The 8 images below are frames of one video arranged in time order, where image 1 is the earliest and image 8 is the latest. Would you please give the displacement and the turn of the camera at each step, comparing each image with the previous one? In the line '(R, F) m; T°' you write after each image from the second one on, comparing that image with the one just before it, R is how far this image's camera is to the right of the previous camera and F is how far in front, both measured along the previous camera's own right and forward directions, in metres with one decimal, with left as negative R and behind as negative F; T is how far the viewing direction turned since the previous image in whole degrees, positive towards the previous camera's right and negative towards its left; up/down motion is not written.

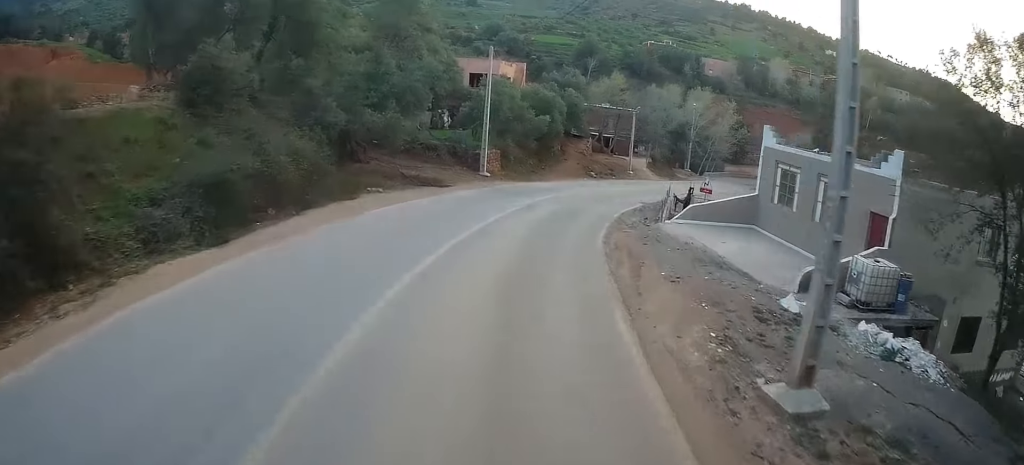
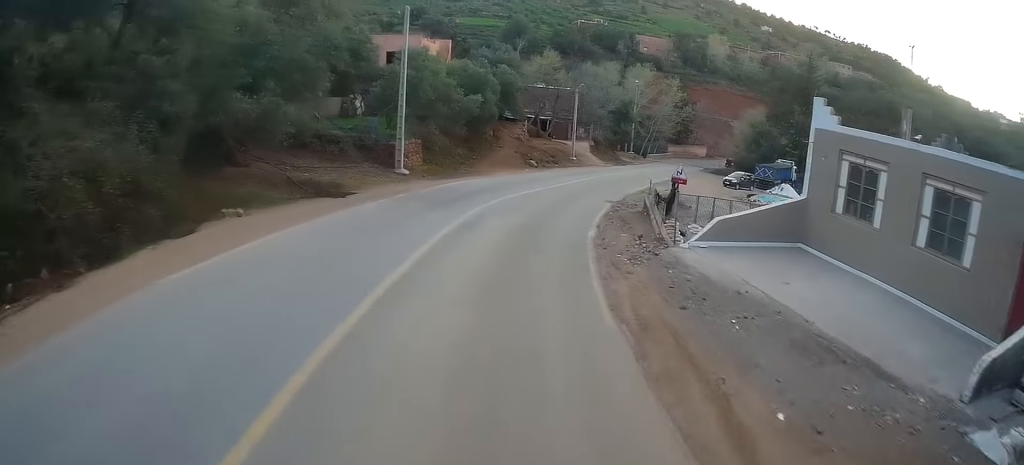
(+0.2, +8.5) m; +2°
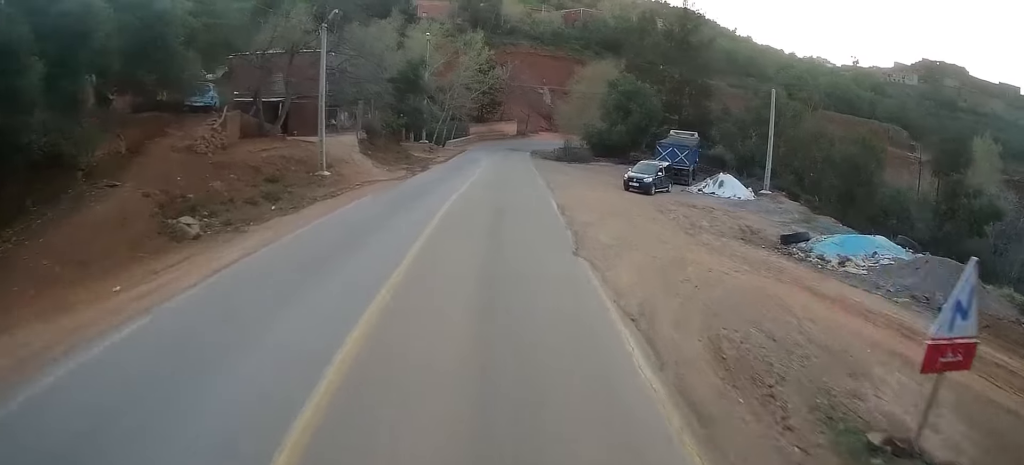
(+5.2, +31.5) m; +22°
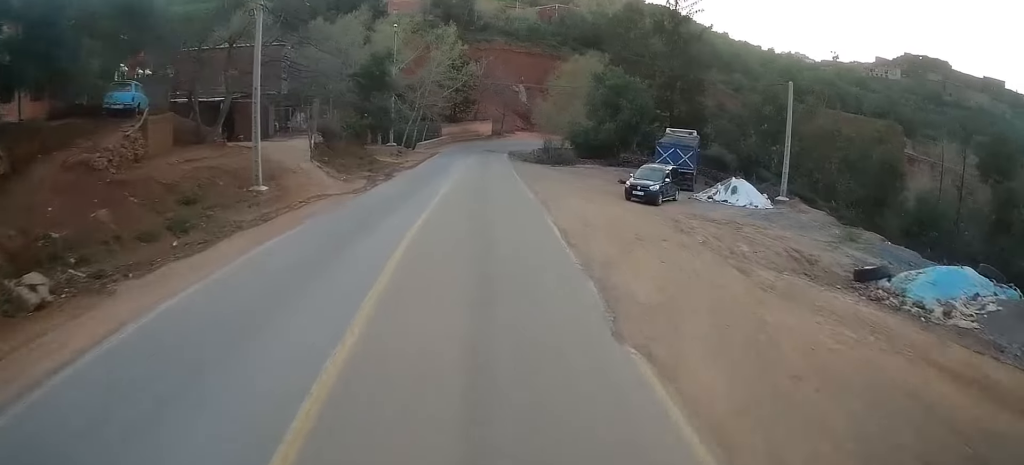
(+0.2, +5.1) m; +4°
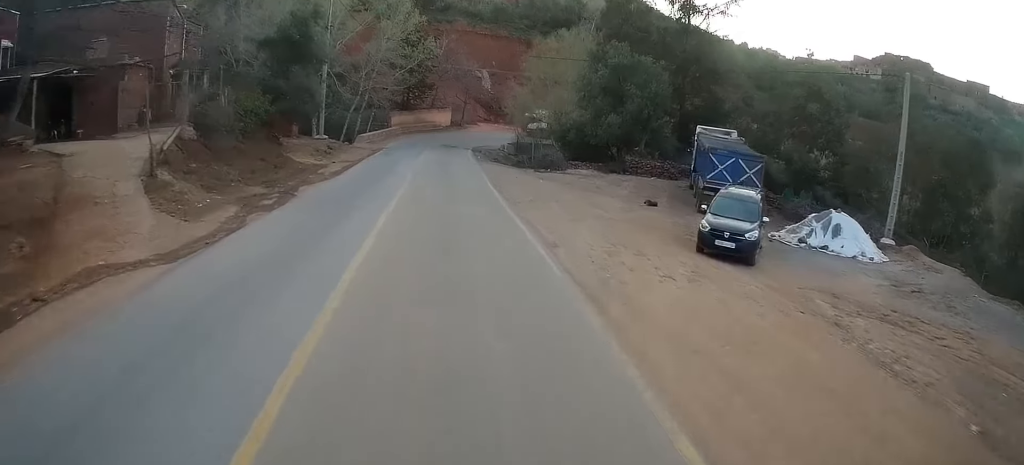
(+1.3, +12.3) m; +6°
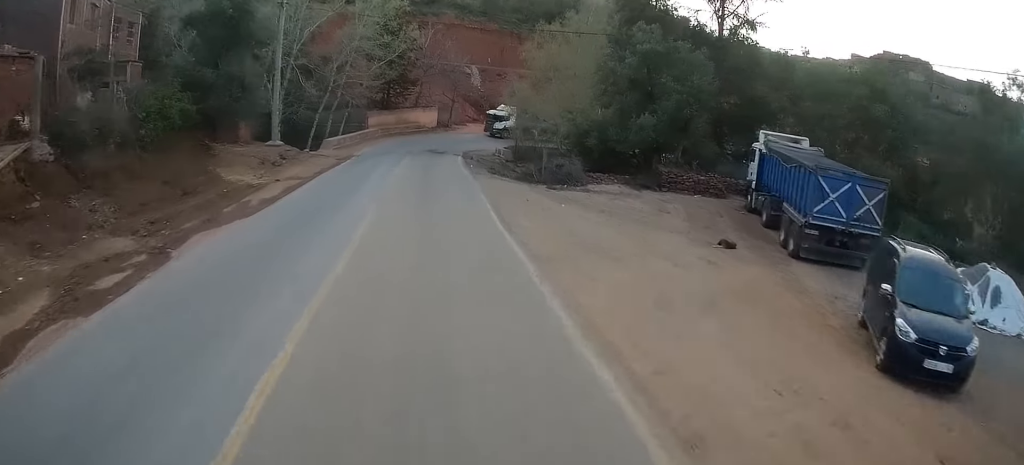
(0.0, +8.1) m; 0°
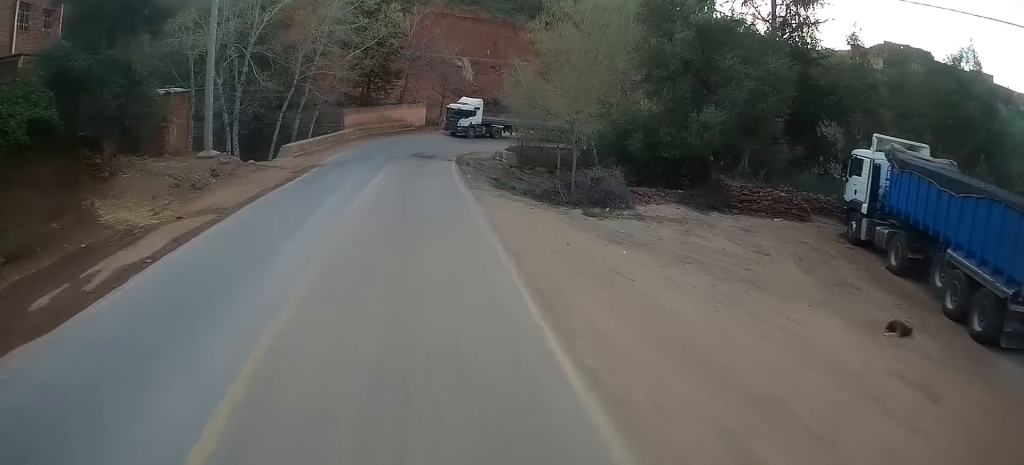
(0.0, +8.3) m; 0°
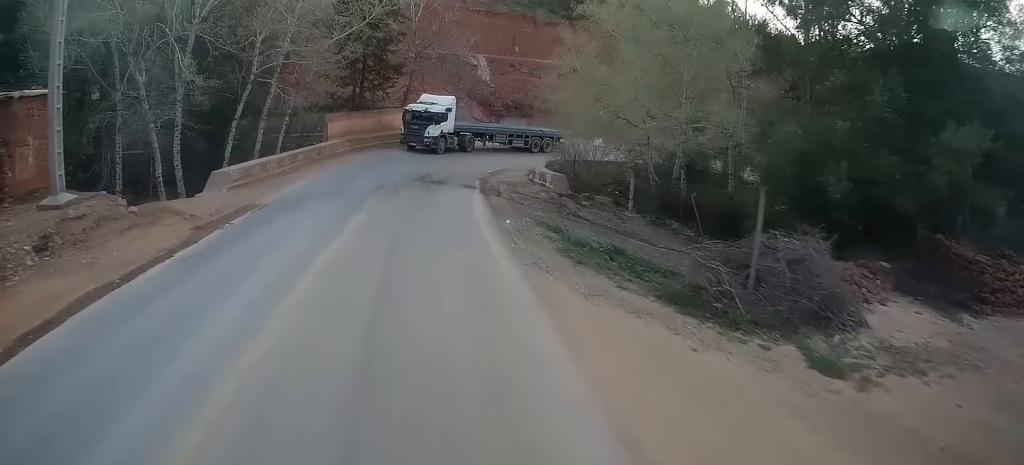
(0.0, +11.2) m; 0°
